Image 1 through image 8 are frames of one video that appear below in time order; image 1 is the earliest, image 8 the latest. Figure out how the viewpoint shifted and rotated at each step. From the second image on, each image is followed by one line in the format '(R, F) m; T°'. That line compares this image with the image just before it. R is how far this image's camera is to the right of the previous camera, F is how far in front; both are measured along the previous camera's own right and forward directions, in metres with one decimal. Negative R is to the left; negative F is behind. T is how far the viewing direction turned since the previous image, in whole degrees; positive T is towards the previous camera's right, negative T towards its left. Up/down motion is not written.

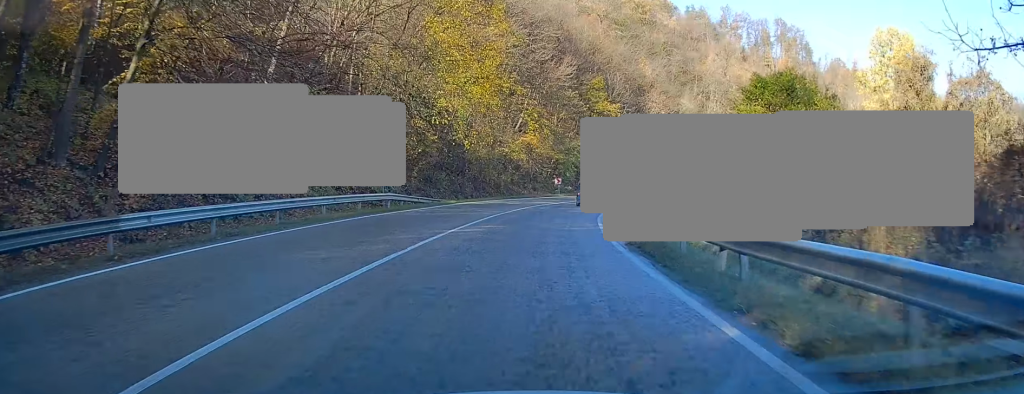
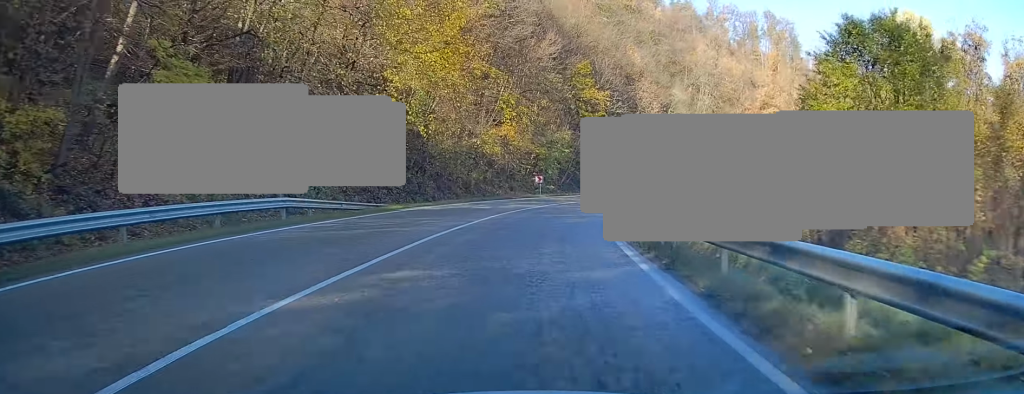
(-0.1, +11.4) m; +1°
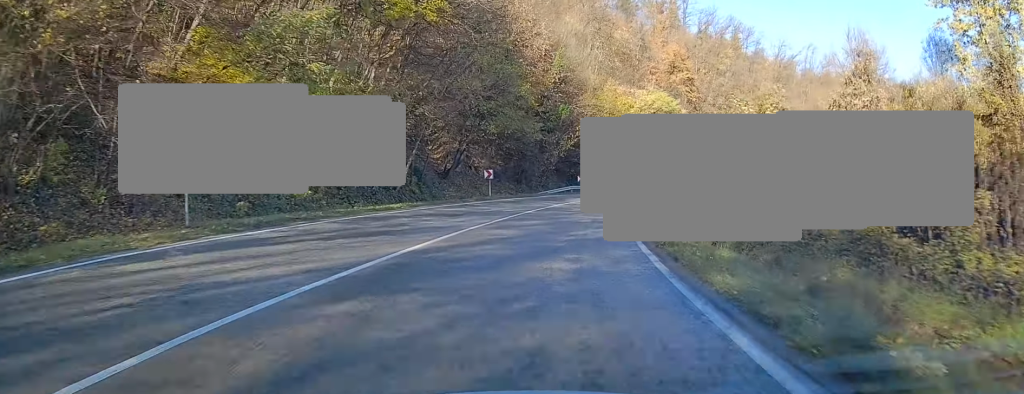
(+3.9, +47.4) m; +12°
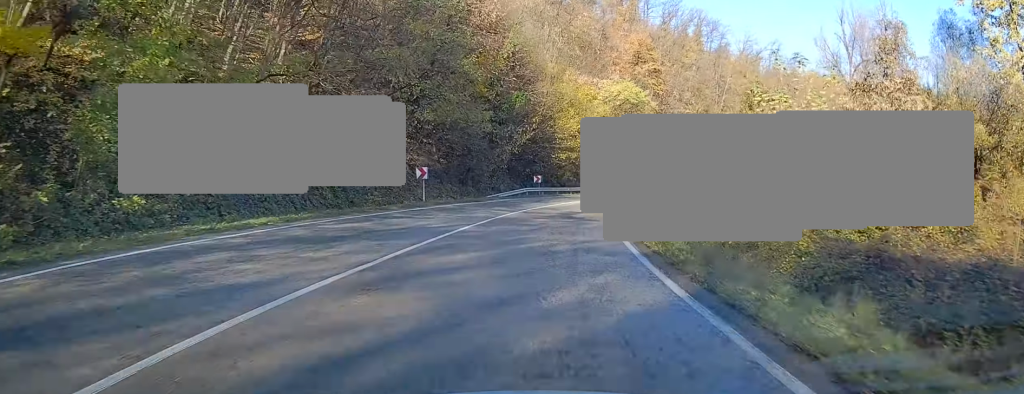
(+0.5, +10.0) m; +3°
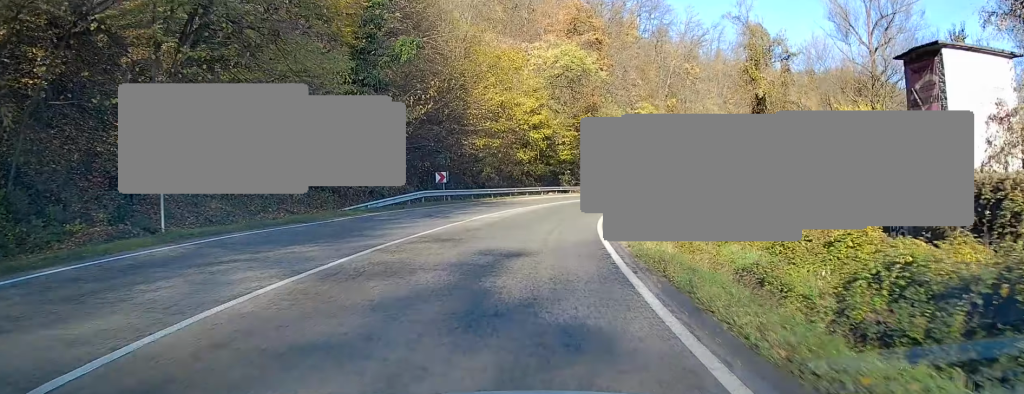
(+0.8, +20.1) m; +8°
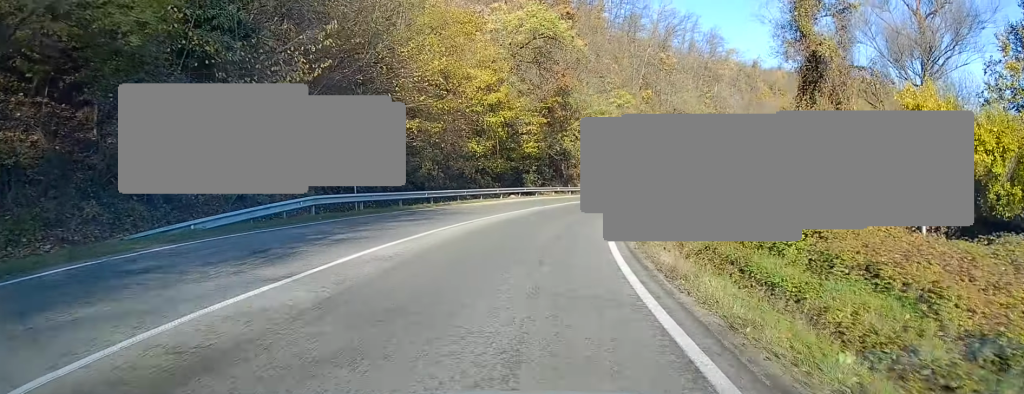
(+1.0, +13.0) m; +4°
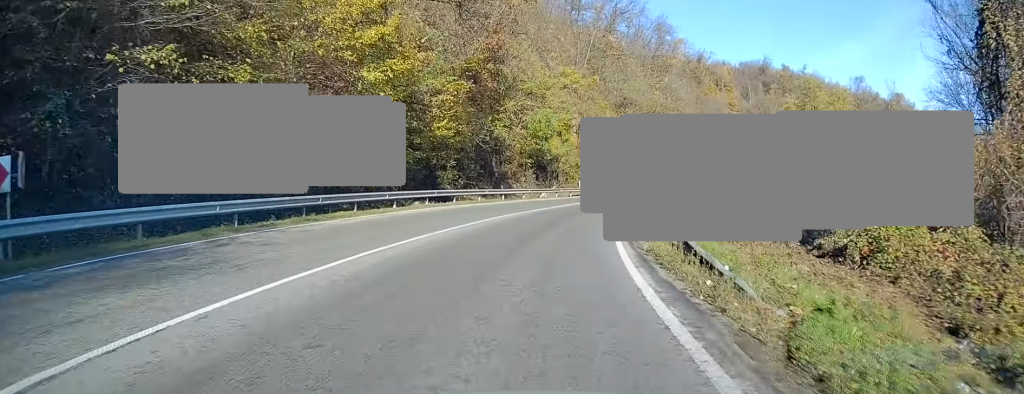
(+0.6, +17.0) m; +5°
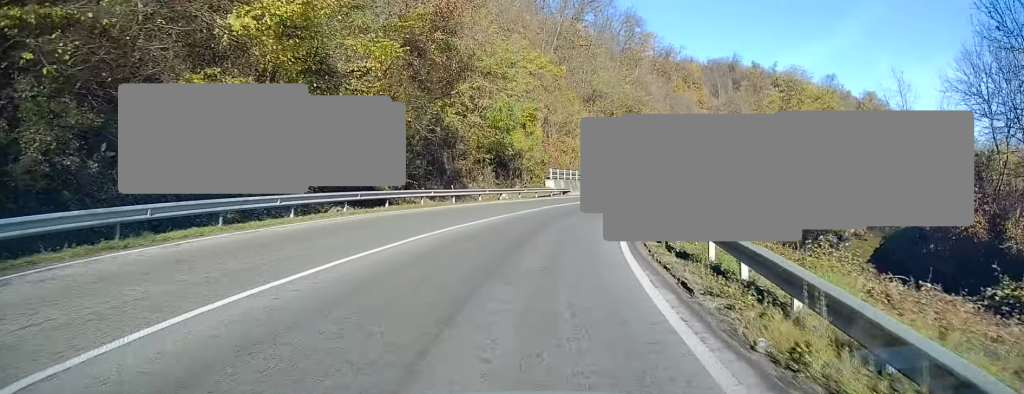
(0.0, +8.5) m; +3°
